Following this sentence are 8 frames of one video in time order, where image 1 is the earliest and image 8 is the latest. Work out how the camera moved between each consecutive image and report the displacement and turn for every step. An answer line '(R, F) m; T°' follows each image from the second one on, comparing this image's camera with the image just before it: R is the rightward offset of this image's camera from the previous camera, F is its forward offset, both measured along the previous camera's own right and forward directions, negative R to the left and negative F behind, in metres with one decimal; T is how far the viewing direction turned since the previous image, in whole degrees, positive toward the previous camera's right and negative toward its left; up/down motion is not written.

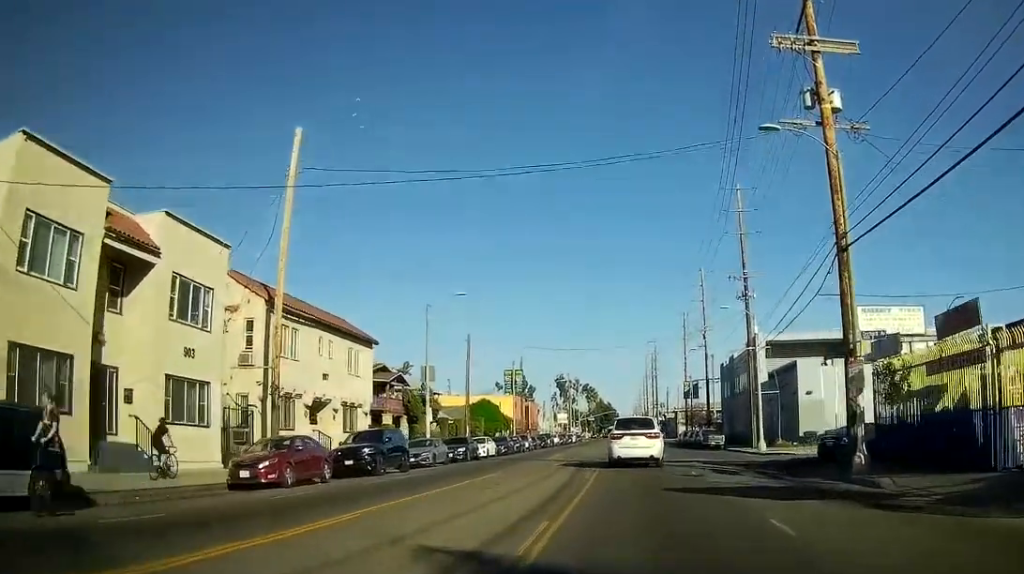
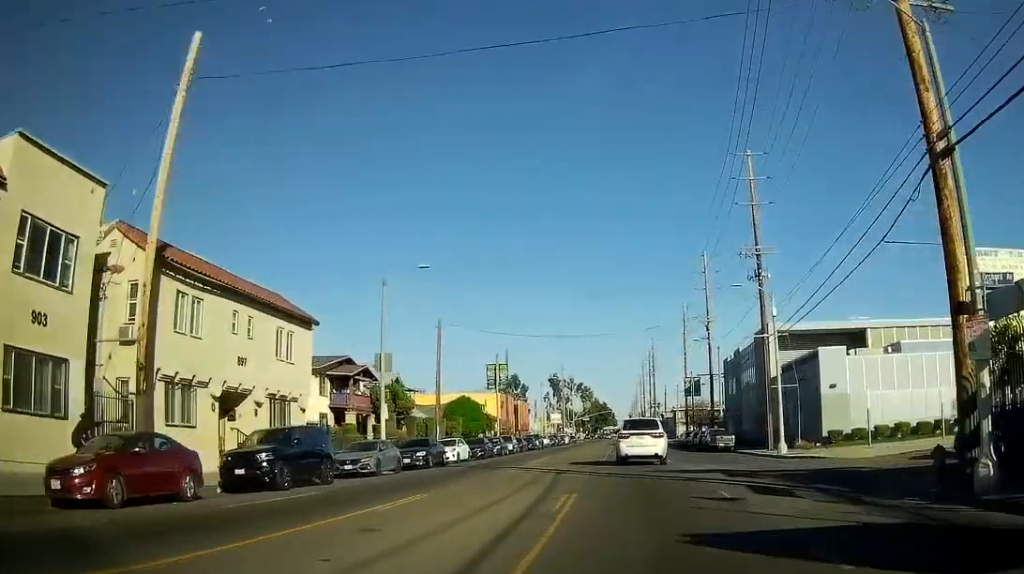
(+0.1, +7.1) m; +1°
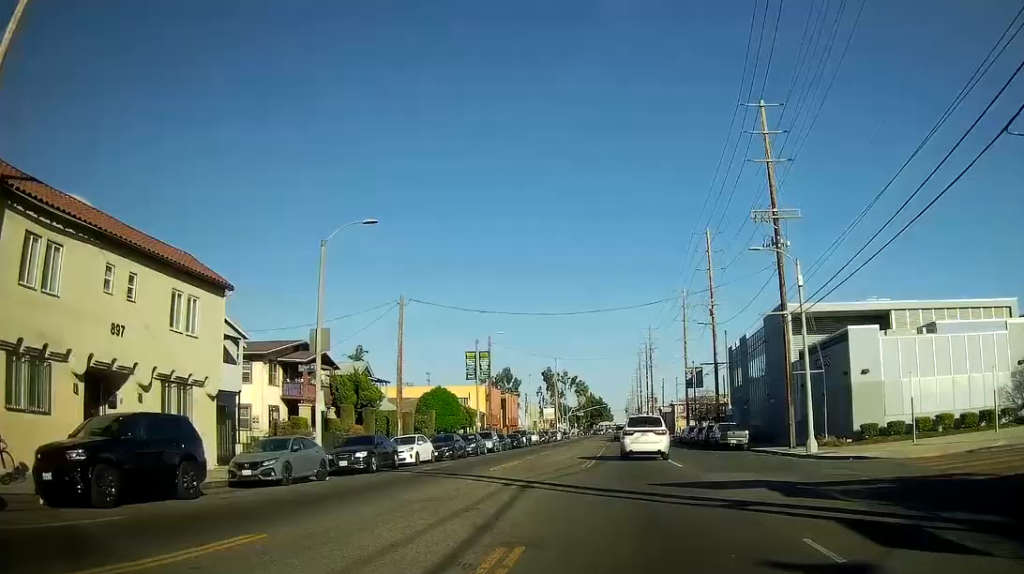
(0.0, +7.3) m; 0°
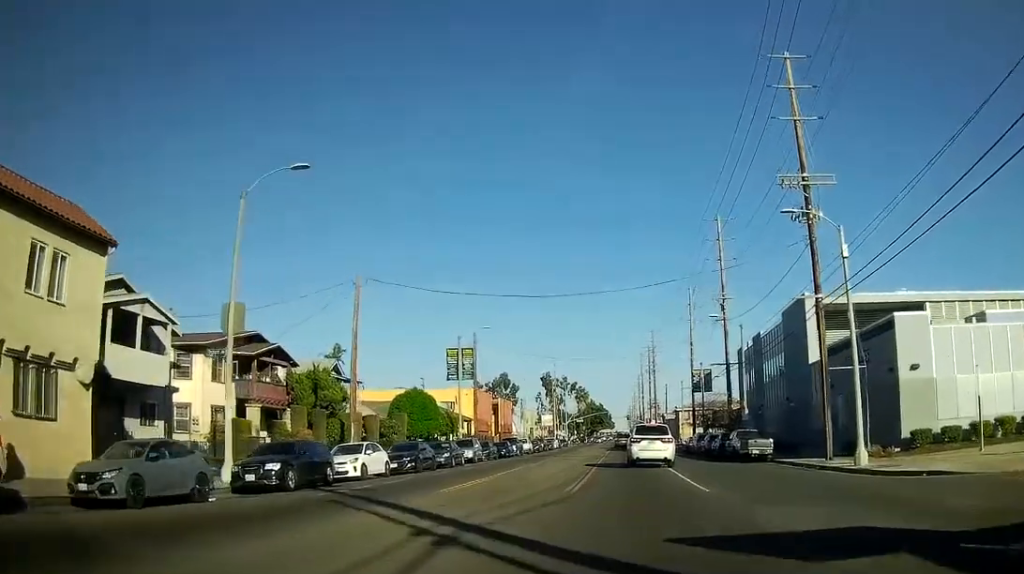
(0.0, +6.9) m; 0°
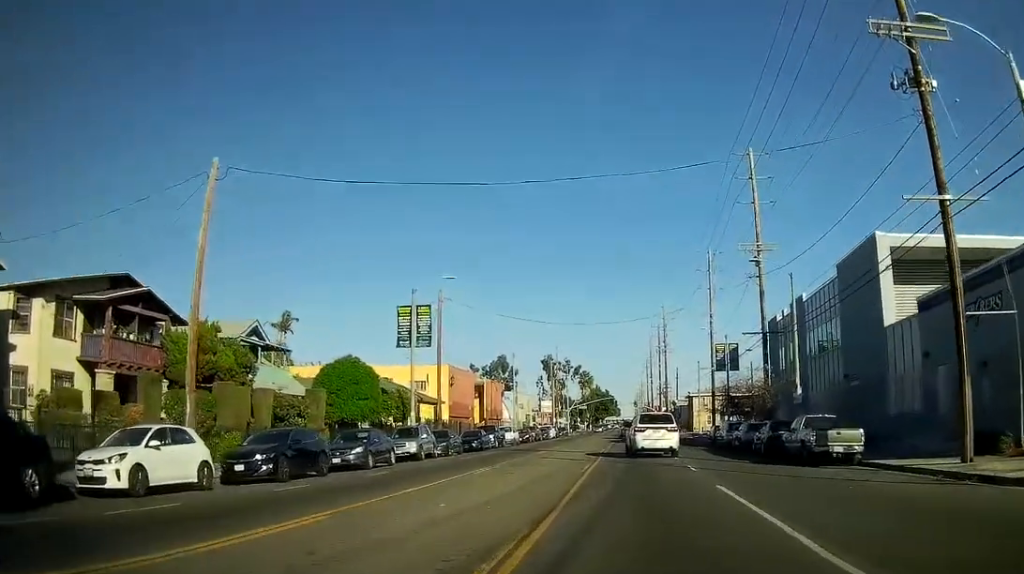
(0.0, +12.9) m; 0°
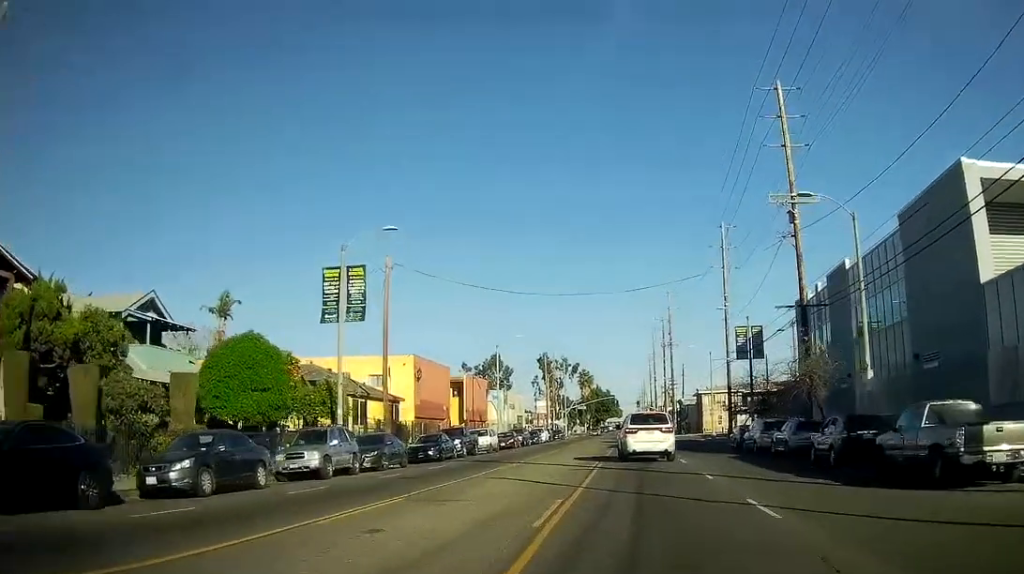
(0.0, +10.6) m; 0°
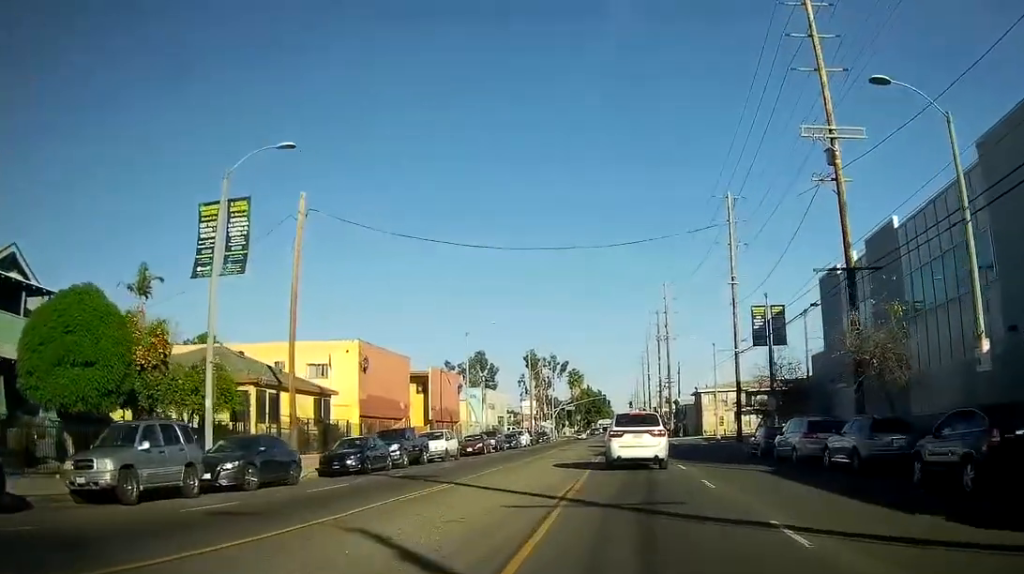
(0.0, +9.9) m; 0°
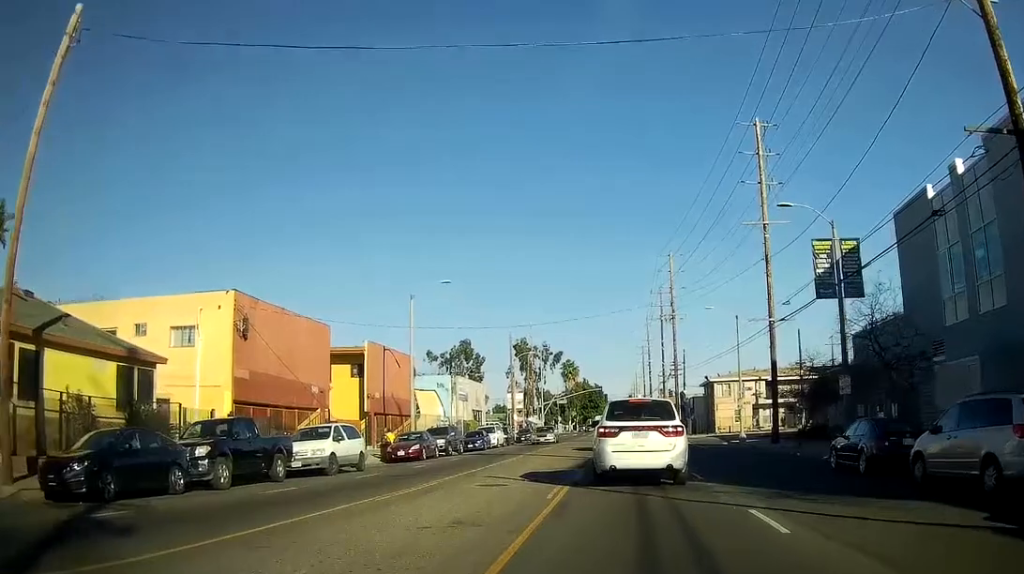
(0.0, +17.6) m; 0°
